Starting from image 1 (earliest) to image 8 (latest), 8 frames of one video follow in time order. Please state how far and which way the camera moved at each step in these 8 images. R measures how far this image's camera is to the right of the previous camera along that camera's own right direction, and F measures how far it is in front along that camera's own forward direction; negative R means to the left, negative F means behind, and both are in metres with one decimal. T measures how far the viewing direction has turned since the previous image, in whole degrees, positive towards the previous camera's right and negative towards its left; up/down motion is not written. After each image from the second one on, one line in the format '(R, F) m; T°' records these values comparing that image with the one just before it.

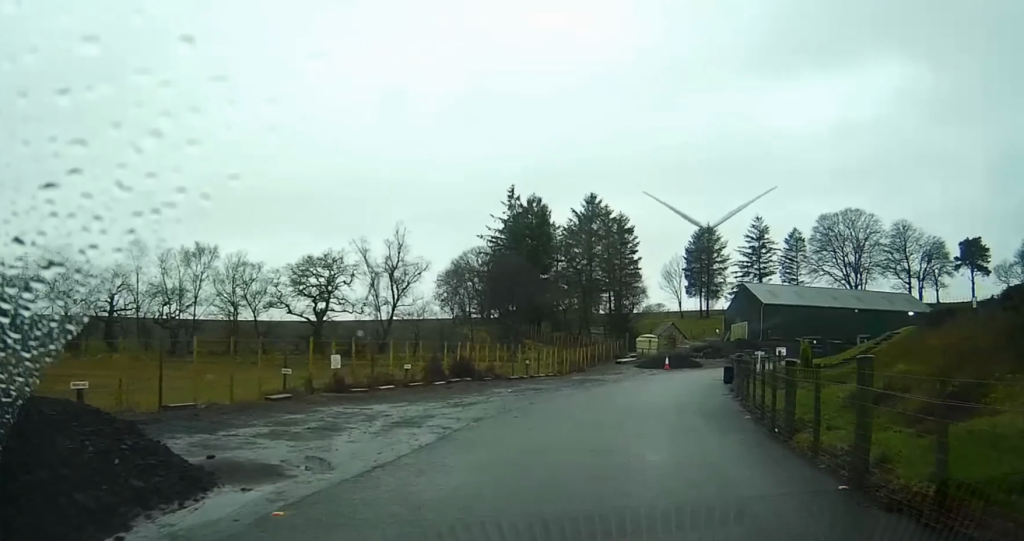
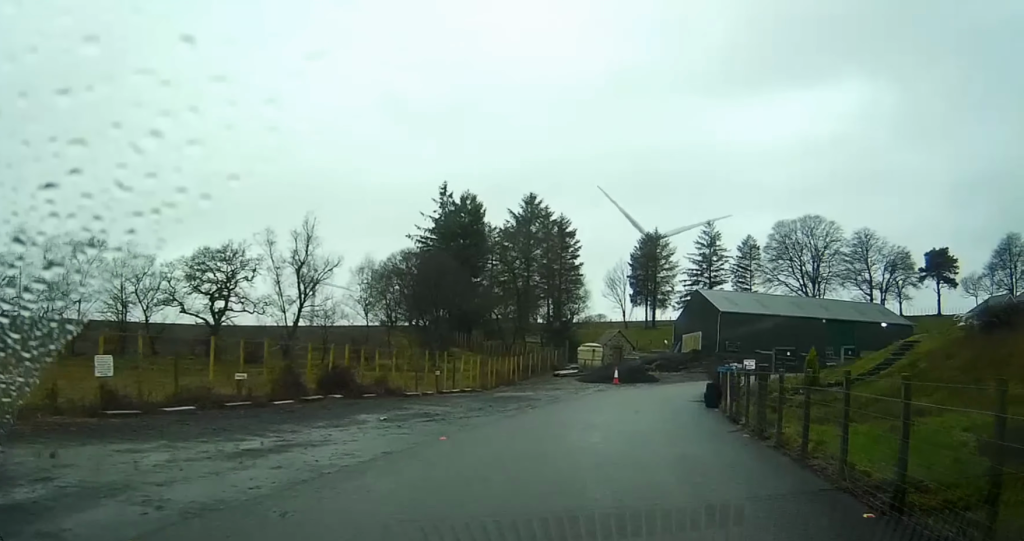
(+0.4, +9.8) m; +2°
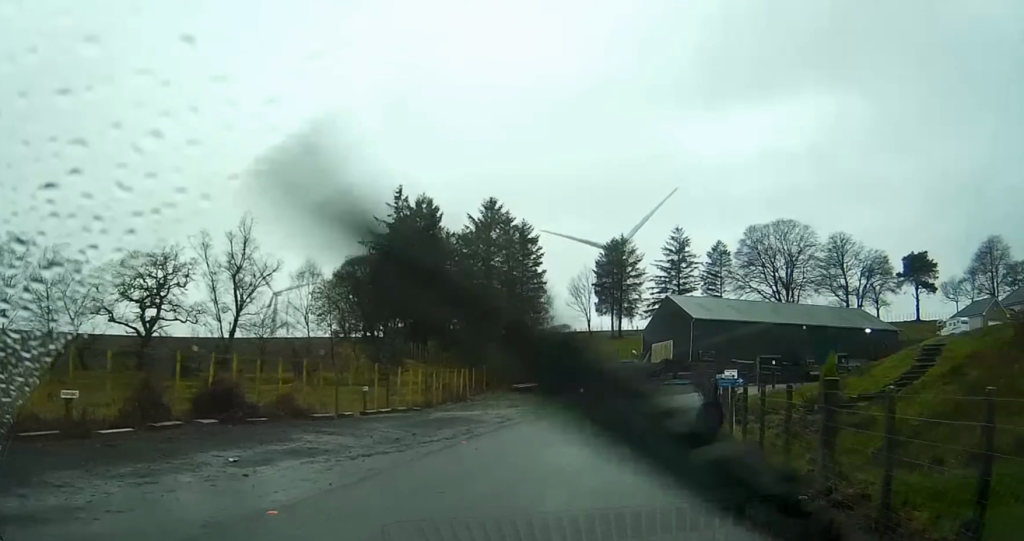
(0.0, +6.6) m; -1°
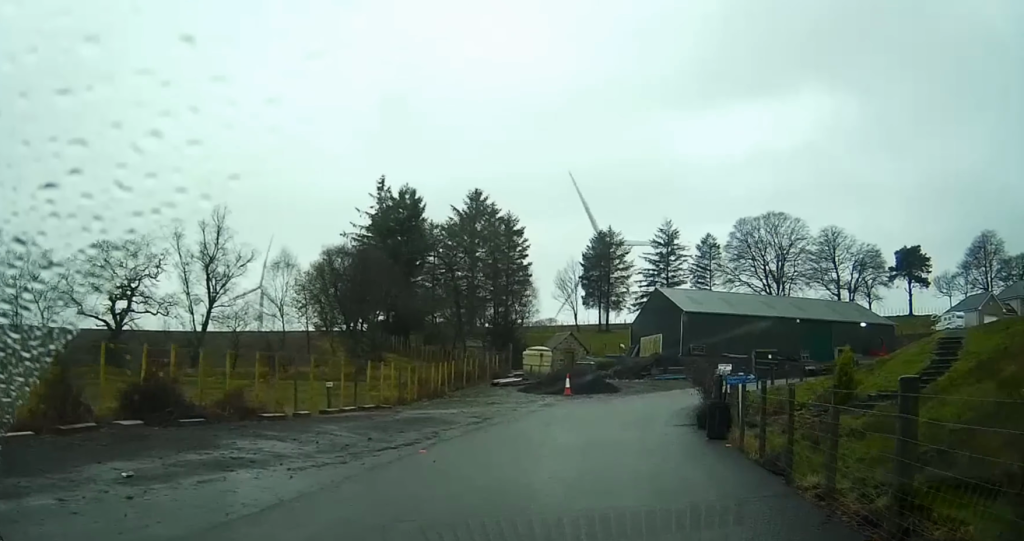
(0.0, +3.2) m; -1°
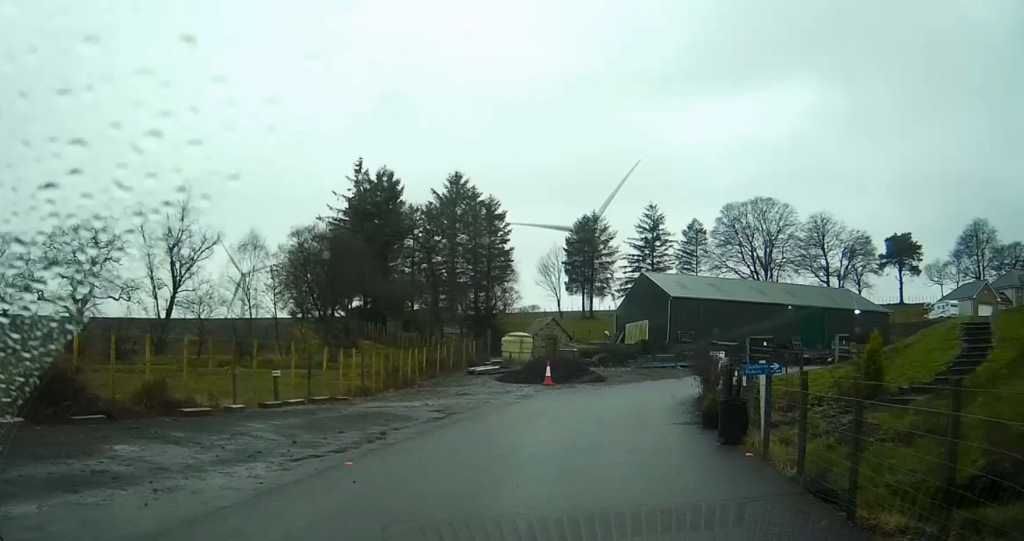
(-0.1, +3.8) m; -2°
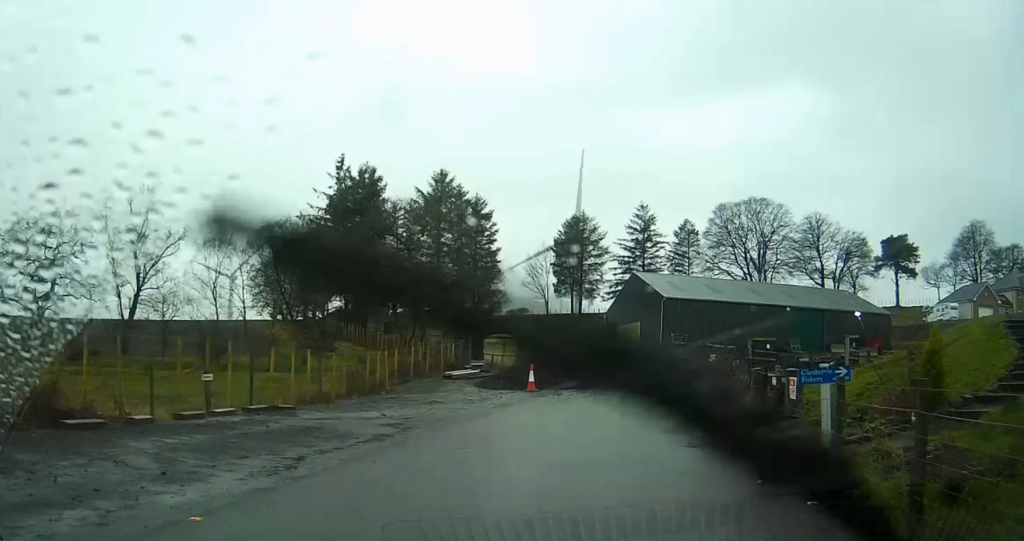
(-0.1, +4.3) m; 0°
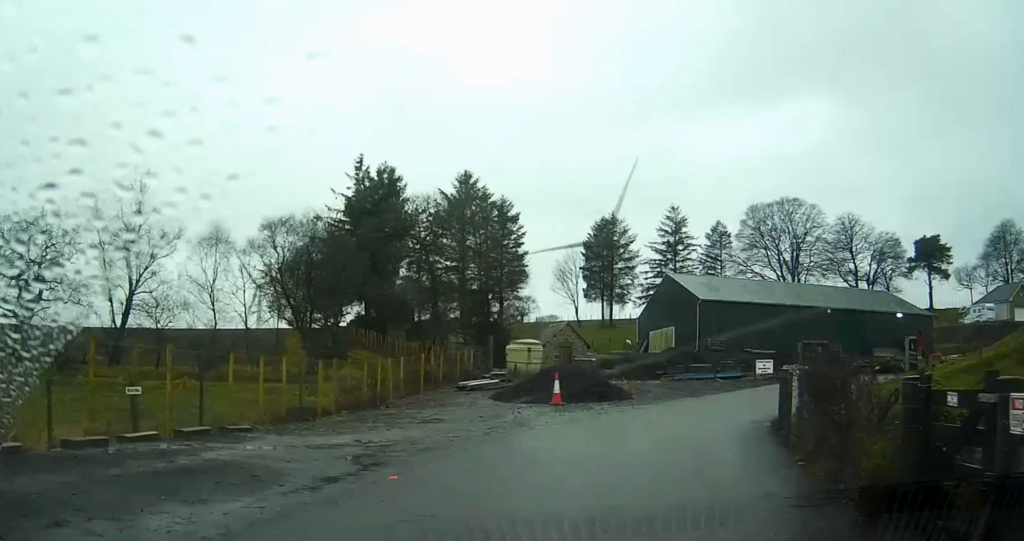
(+0.1, +5.2) m; 0°
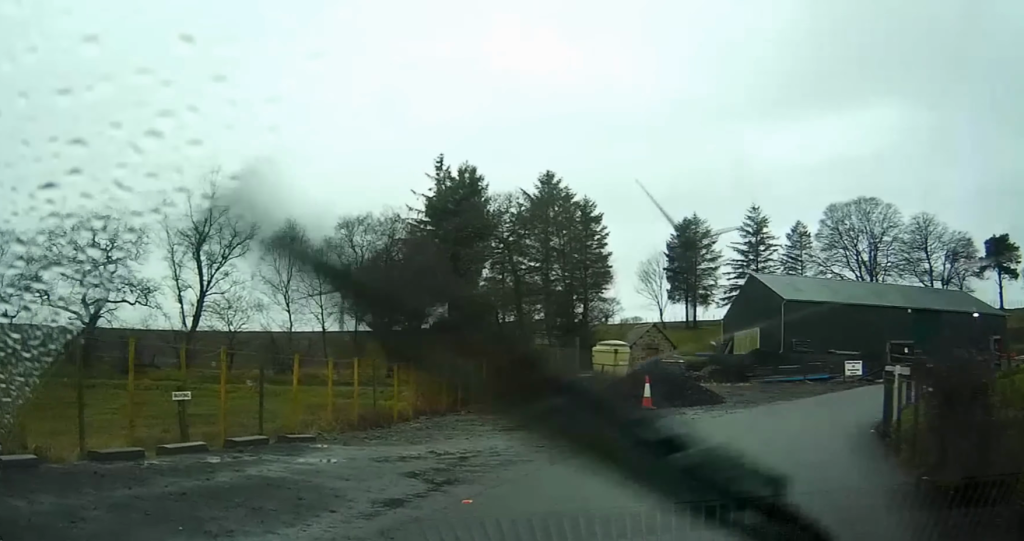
(0.0, +1.7) m; -3°
